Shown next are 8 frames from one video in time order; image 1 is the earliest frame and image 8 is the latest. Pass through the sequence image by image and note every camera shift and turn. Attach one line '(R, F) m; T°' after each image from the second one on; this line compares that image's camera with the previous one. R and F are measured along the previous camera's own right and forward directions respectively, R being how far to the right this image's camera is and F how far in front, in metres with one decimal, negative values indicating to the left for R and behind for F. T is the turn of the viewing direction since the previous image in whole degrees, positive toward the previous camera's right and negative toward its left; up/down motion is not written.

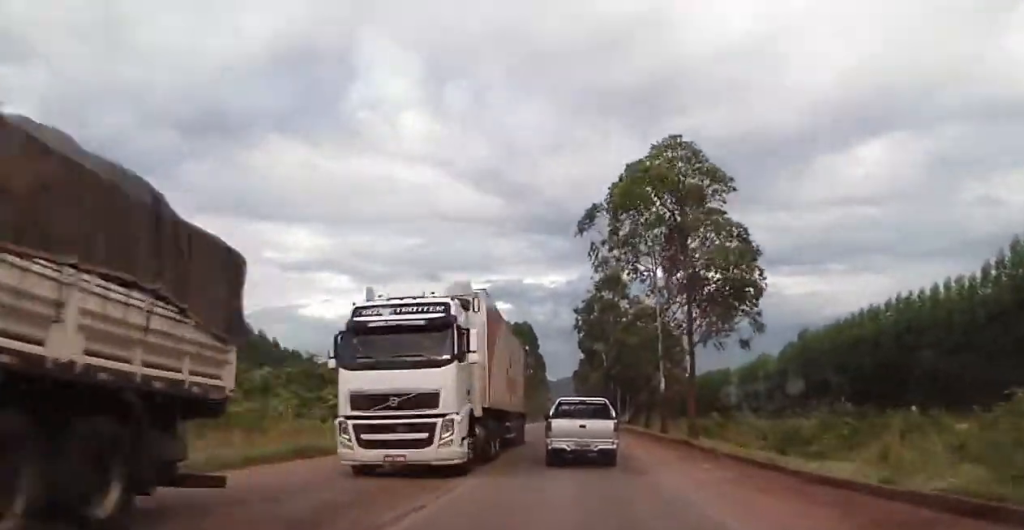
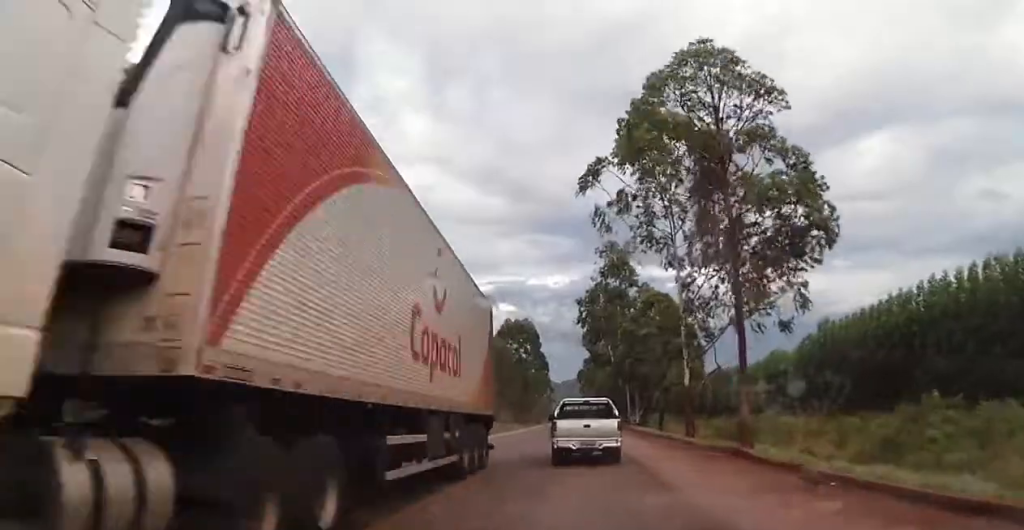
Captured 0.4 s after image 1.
(0.0, +7.3) m; 0°
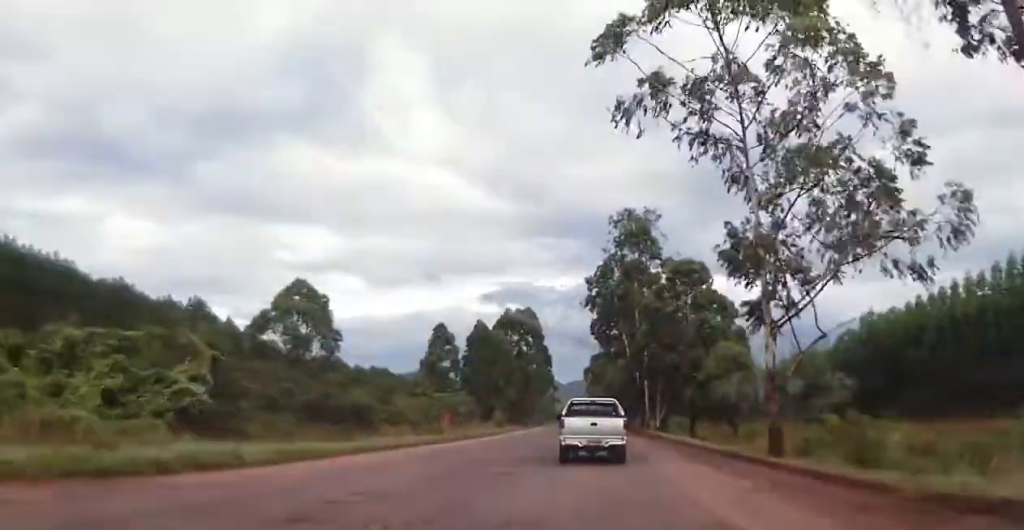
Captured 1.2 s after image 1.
(0.0, +13.1) m; -1°
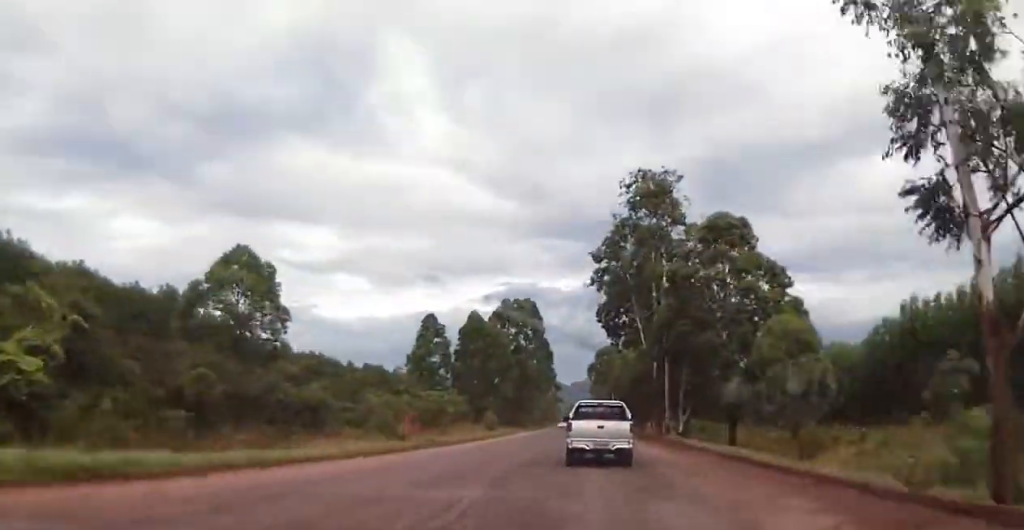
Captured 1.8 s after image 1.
(0.0, +10.4) m; -1°
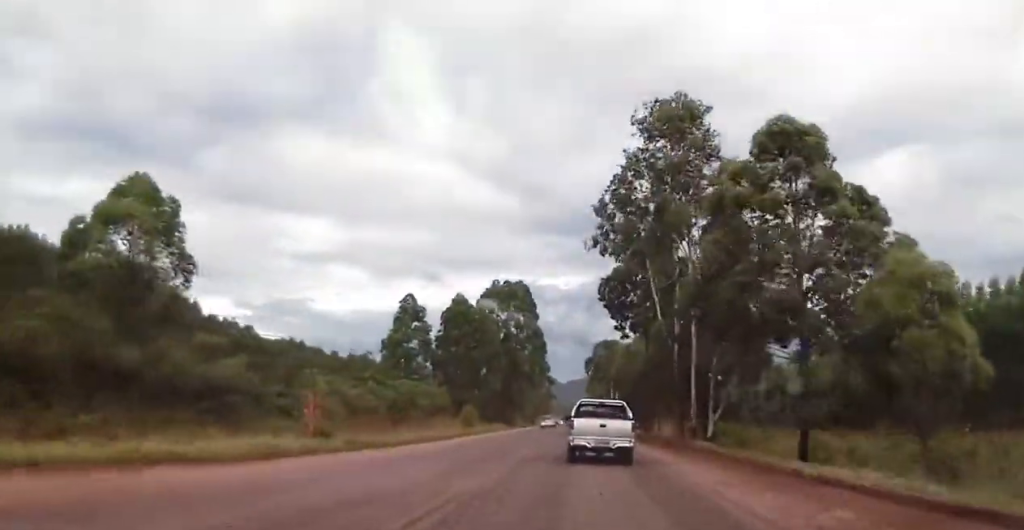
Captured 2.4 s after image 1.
(-0.1, +11.3) m; -1°
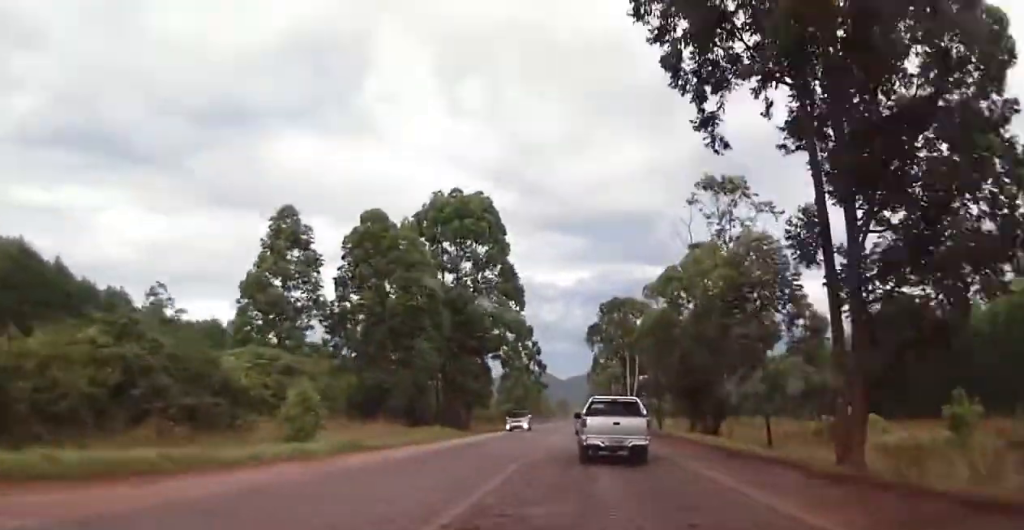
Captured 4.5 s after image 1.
(+0.4, +38.6) m; +1°
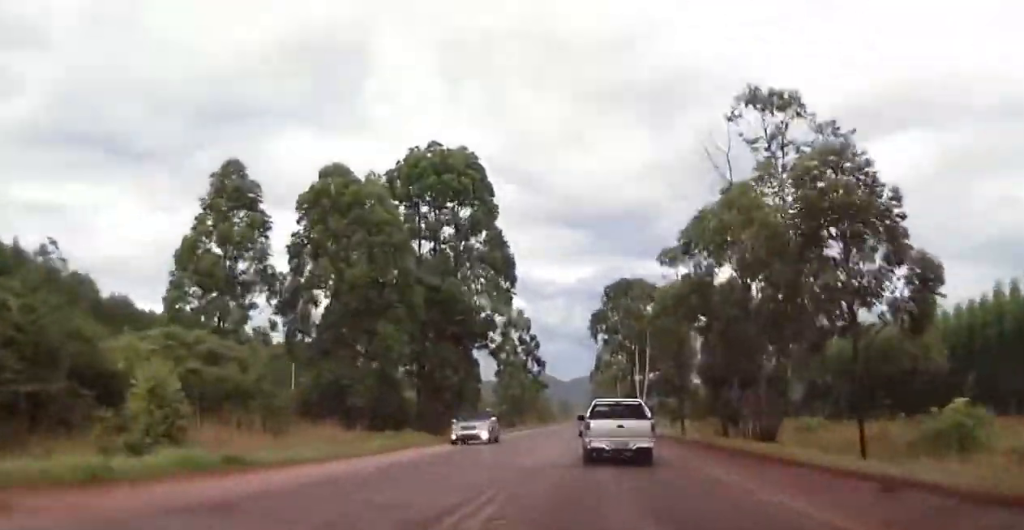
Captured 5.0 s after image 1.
(-0.2, +9.7) m; 0°
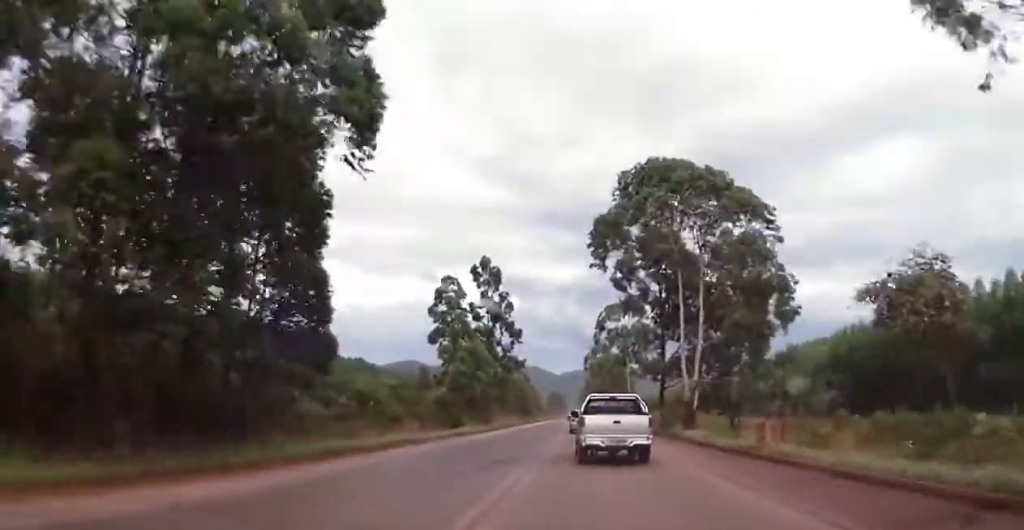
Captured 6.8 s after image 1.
(+0.1, +35.3) m; +1°
